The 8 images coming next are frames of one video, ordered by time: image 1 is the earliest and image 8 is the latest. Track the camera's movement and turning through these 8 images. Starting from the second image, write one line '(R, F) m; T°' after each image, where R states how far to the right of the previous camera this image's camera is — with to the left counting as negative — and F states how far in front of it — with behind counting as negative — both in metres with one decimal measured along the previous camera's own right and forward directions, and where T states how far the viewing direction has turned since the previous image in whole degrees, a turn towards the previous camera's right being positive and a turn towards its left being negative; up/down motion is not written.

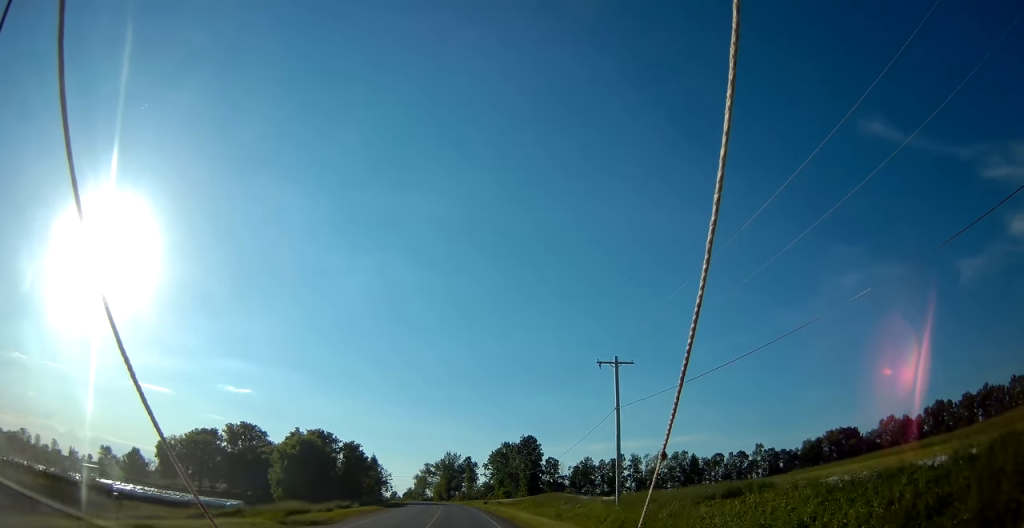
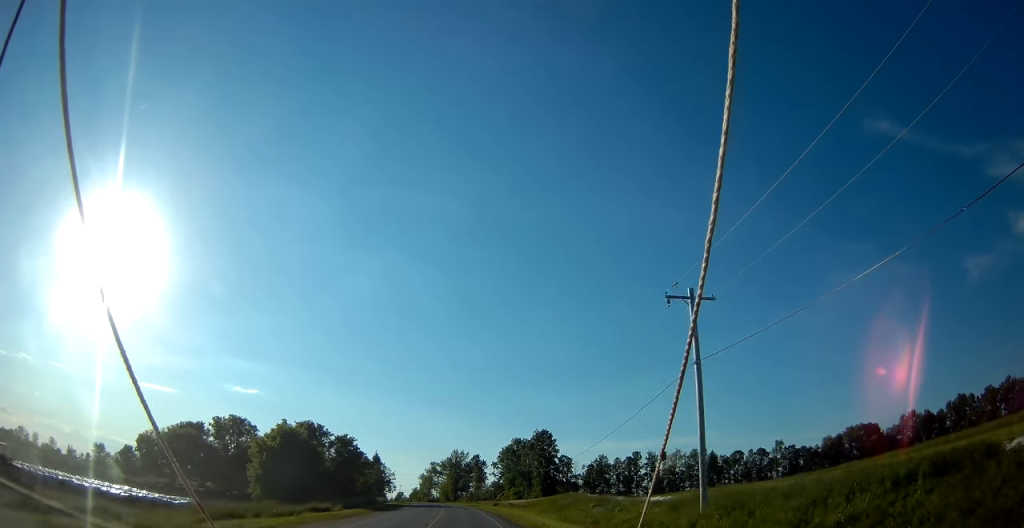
(+0.3, +12.2) m; 0°
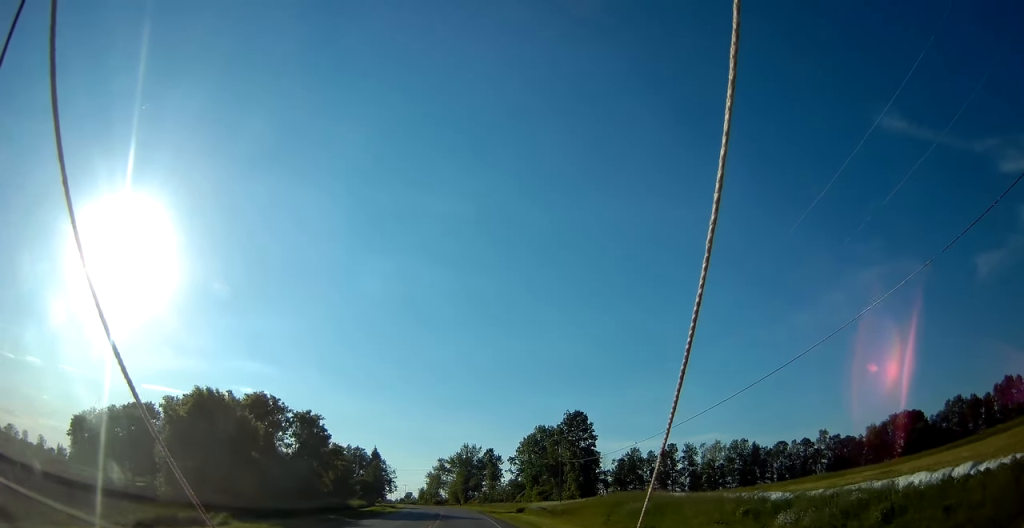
(-0.4, +27.9) m; -2°
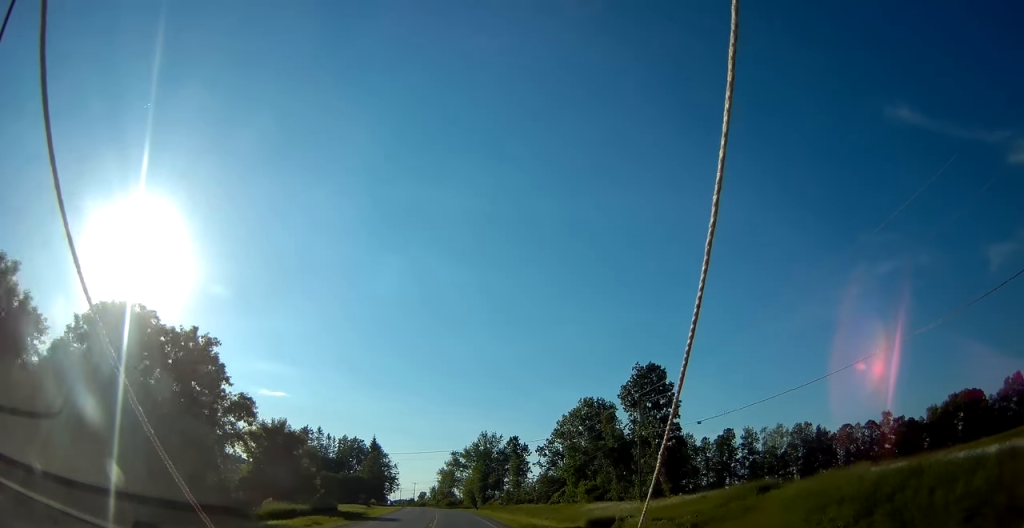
(-0.5, +33.2) m; -1°
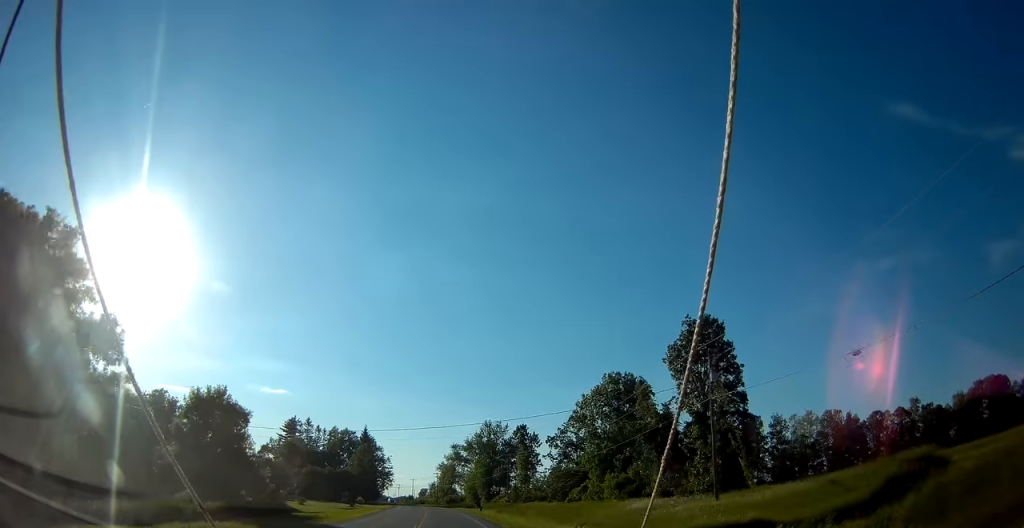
(+0.2, +15.9) m; 0°
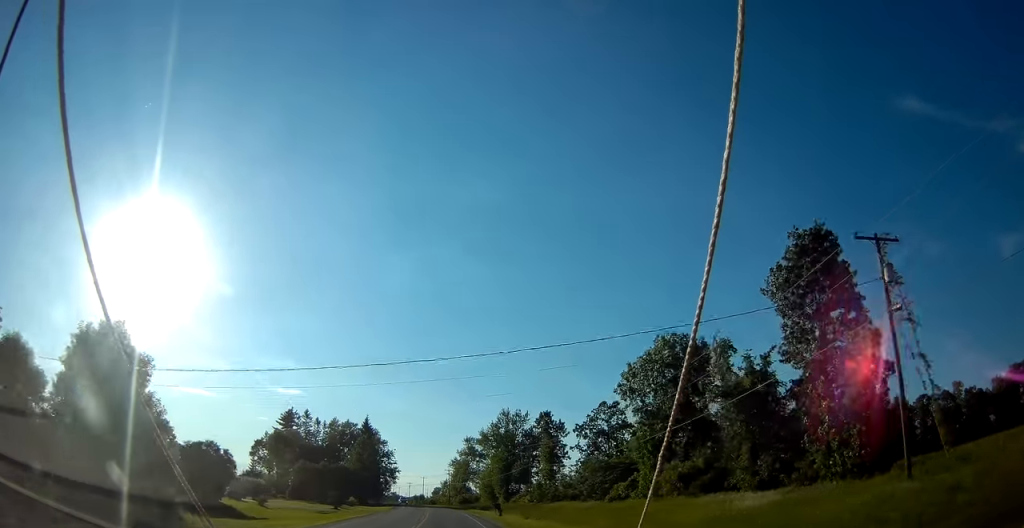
(-0.3, +17.0) m; -1°
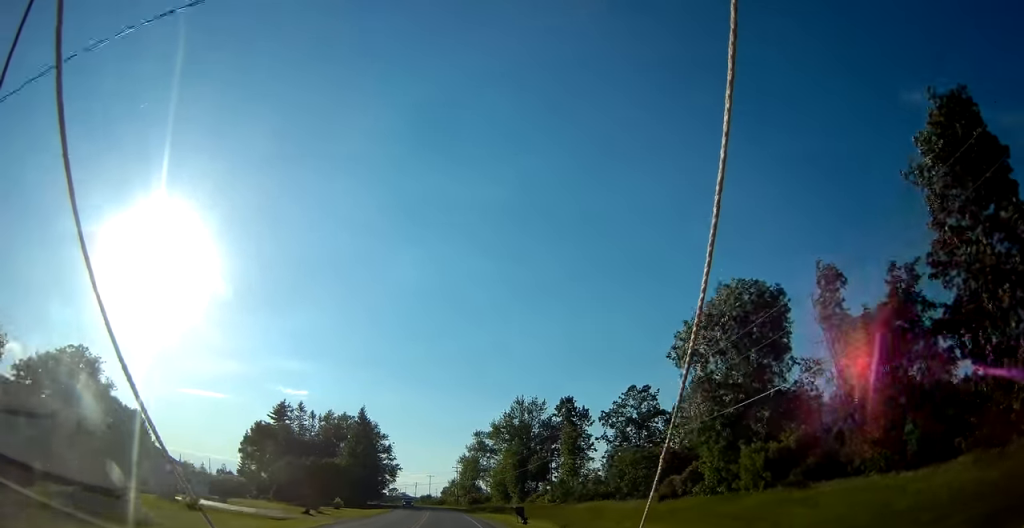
(-0.1, +14.5) m; -1°
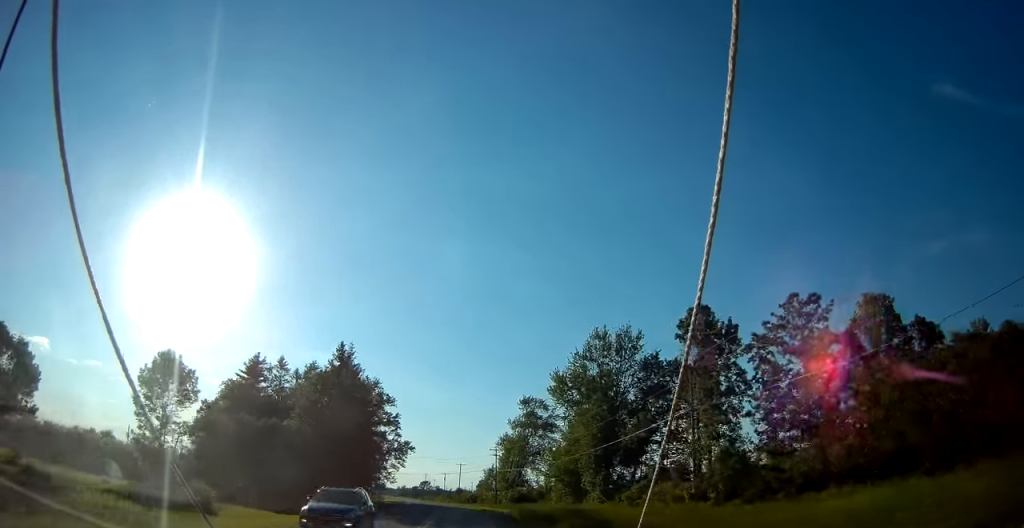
(-1.1, +42.3) m; -3°
